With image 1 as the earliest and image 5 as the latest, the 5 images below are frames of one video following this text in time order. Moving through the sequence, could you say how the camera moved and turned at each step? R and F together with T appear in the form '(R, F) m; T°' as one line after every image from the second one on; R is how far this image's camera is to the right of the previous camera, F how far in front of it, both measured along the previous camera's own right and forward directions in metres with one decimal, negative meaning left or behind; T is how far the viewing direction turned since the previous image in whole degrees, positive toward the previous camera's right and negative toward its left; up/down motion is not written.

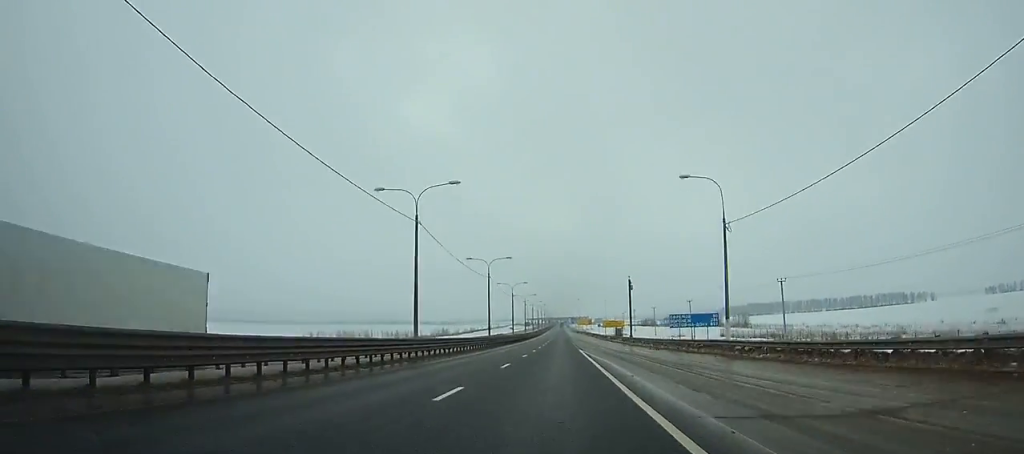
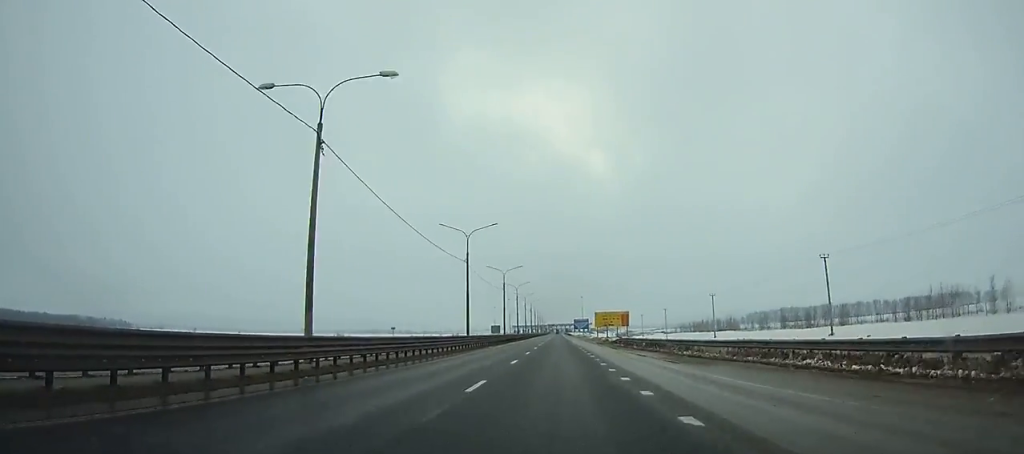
(+0.7, +189.8) m; 0°
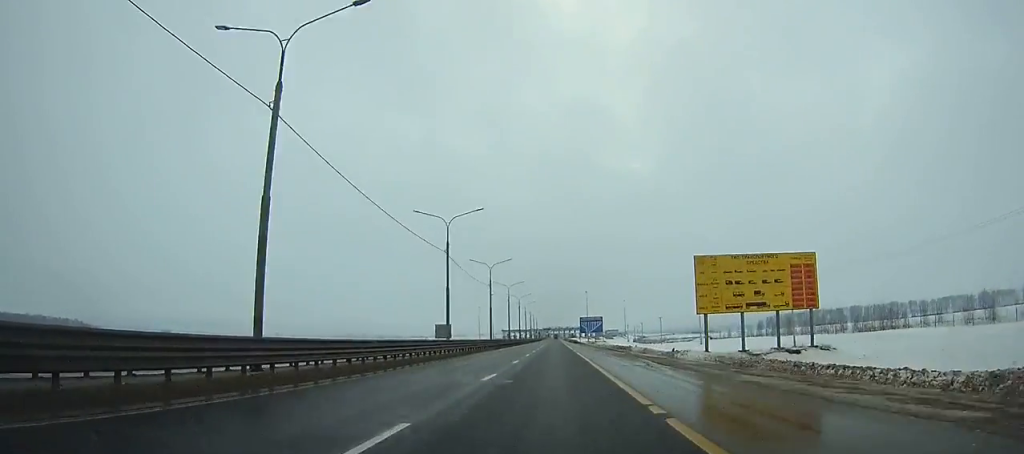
(-0.1, +103.2) m; 0°
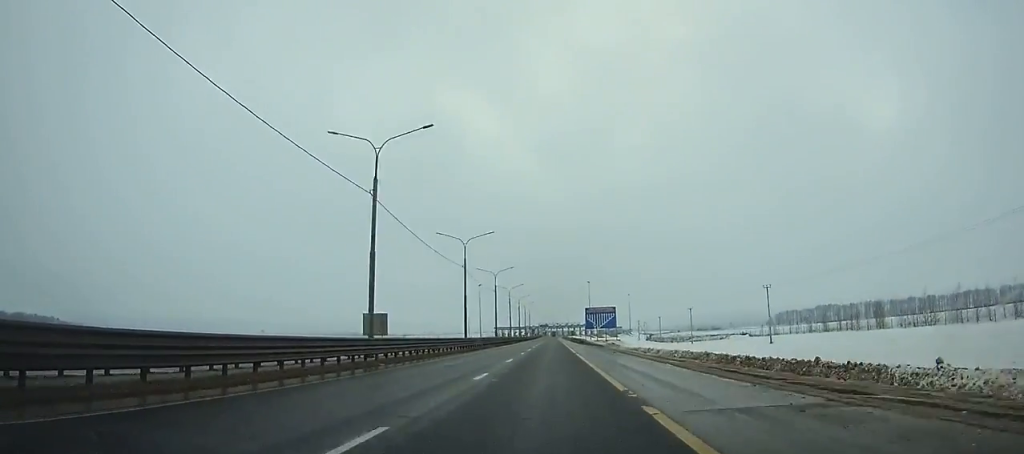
(0.0, +49.2) m; 0°
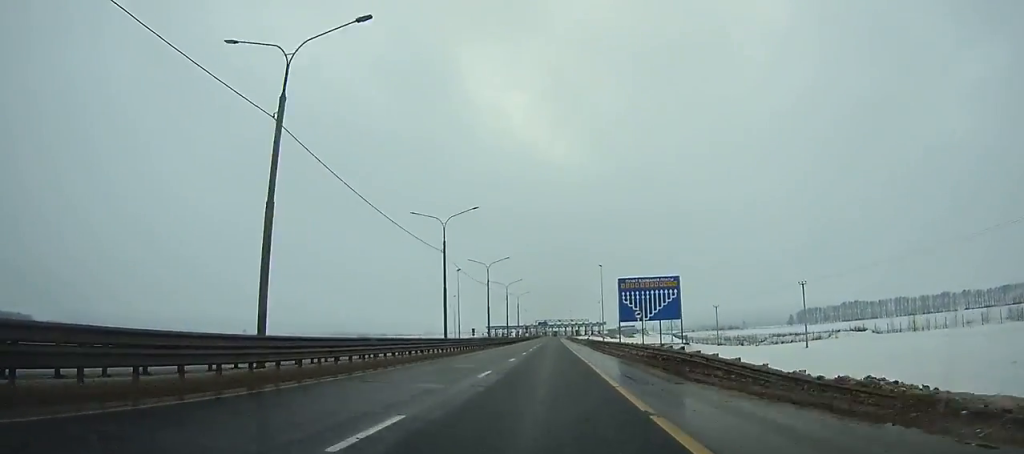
(-0.2, +70.0) m; 0°
